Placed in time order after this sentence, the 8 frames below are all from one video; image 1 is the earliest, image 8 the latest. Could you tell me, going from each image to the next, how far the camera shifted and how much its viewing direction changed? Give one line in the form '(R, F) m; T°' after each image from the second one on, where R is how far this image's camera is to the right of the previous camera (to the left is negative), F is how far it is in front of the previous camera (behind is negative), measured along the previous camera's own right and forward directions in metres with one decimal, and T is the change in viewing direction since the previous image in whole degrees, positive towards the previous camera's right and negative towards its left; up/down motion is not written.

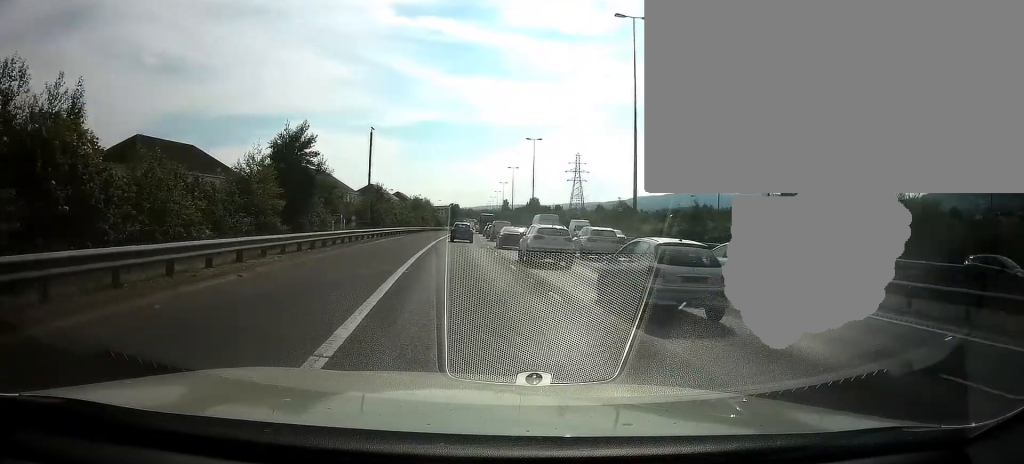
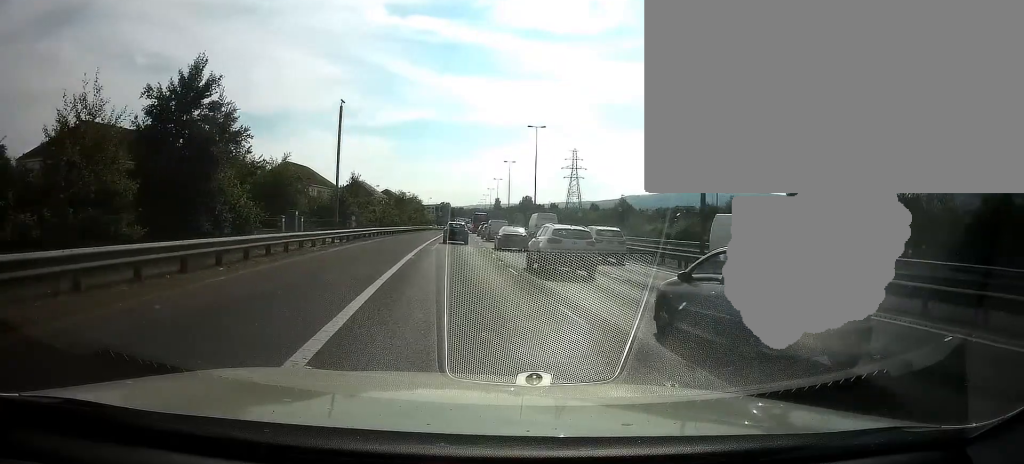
(+0.2, +11.0) m; +1°
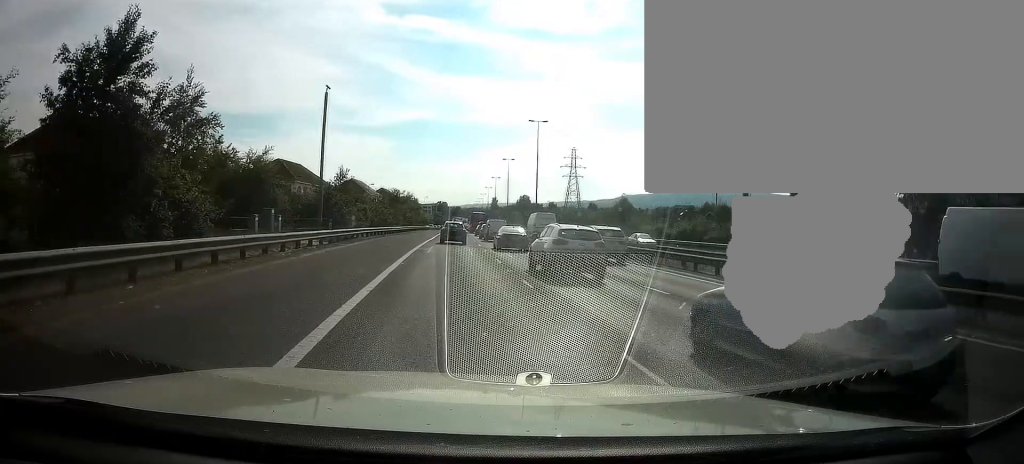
(0.0, +4.2) m; 0°
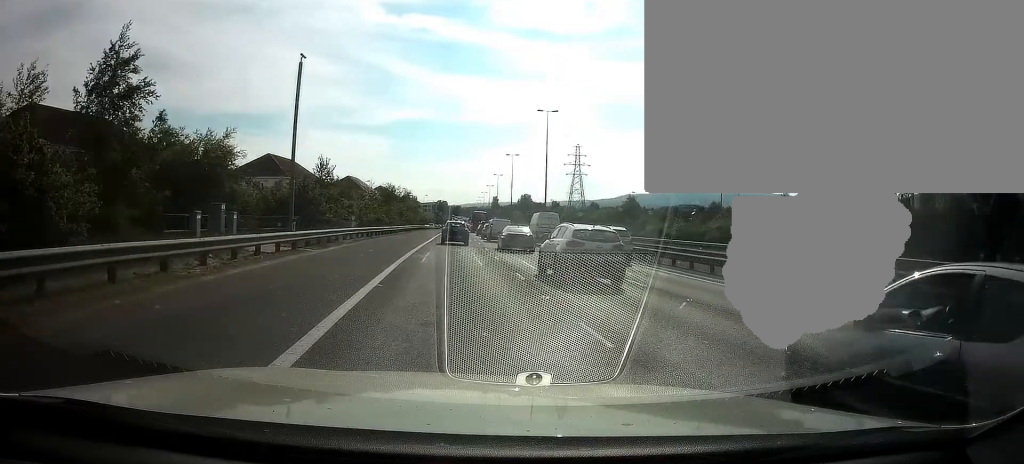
(-0.1, +7.0) m; +1°
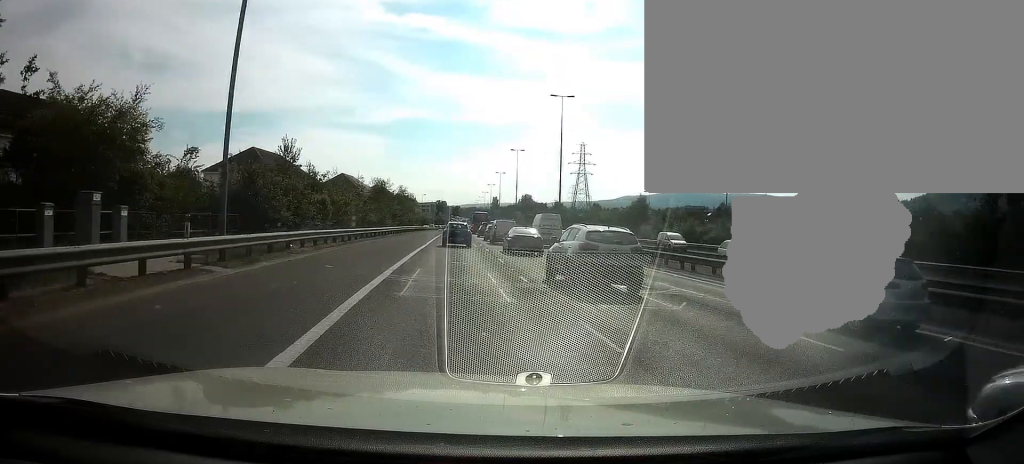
(+0.2, +9.1) m; +2°
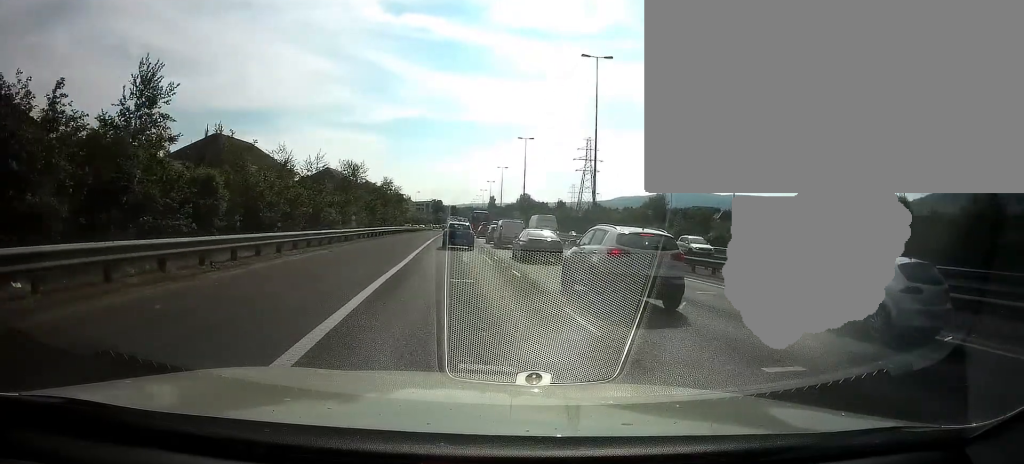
(-0.1, +15.1) m; -1°
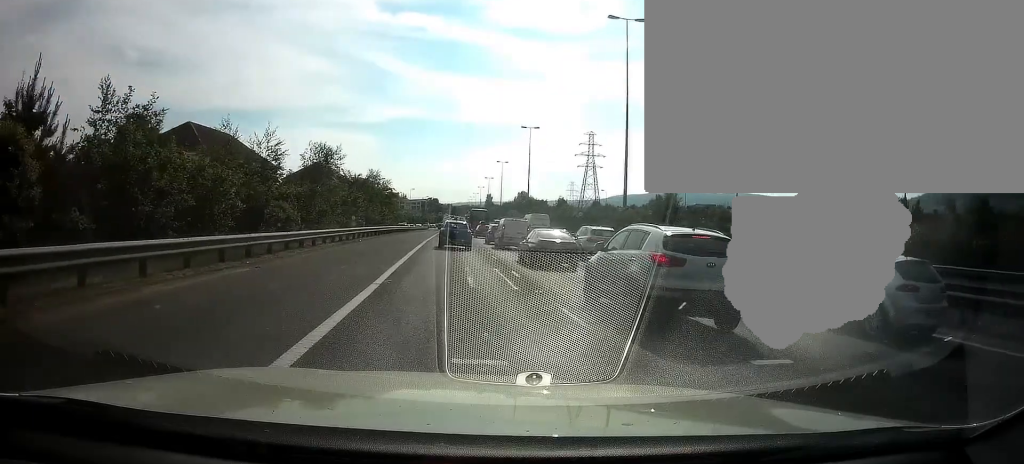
(-0.1, +8.7) m; -1°
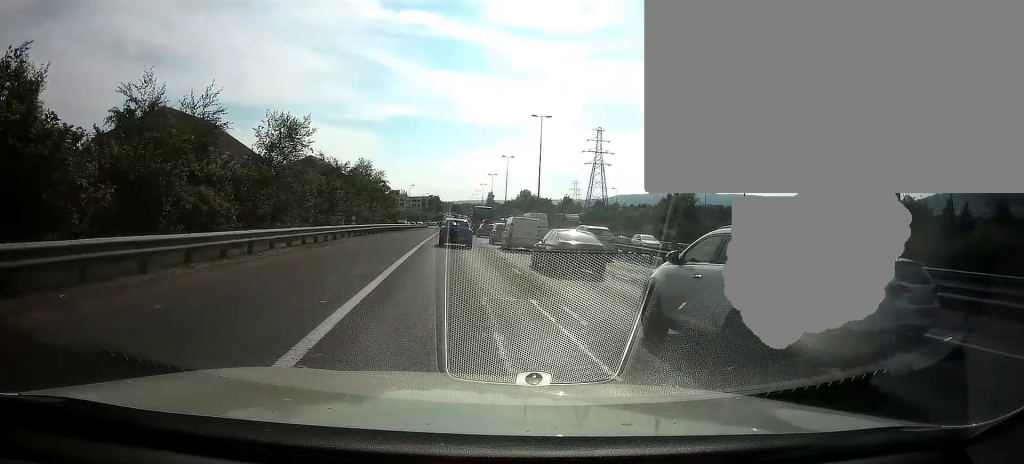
(0.0, +8.0) m; 0°
